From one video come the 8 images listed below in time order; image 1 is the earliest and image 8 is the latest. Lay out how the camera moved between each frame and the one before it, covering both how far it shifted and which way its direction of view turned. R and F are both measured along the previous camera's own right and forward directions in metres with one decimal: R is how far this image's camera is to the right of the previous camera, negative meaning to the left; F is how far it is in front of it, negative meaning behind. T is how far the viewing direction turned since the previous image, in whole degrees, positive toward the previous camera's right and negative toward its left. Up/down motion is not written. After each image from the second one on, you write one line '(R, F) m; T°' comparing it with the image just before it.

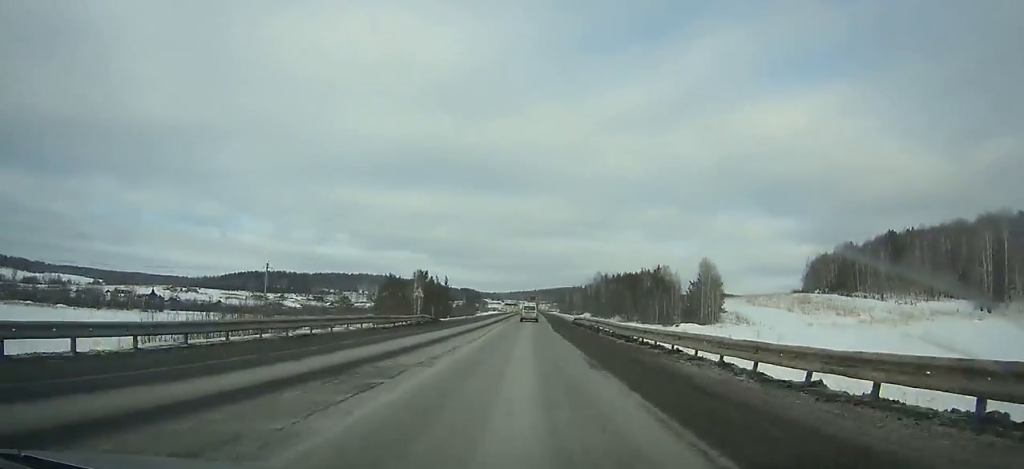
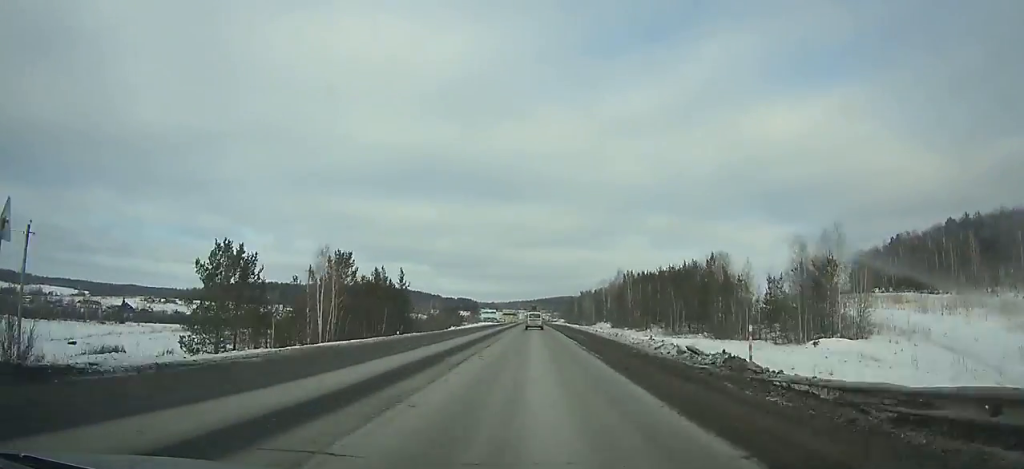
(0.0, +41.0) m; 0°
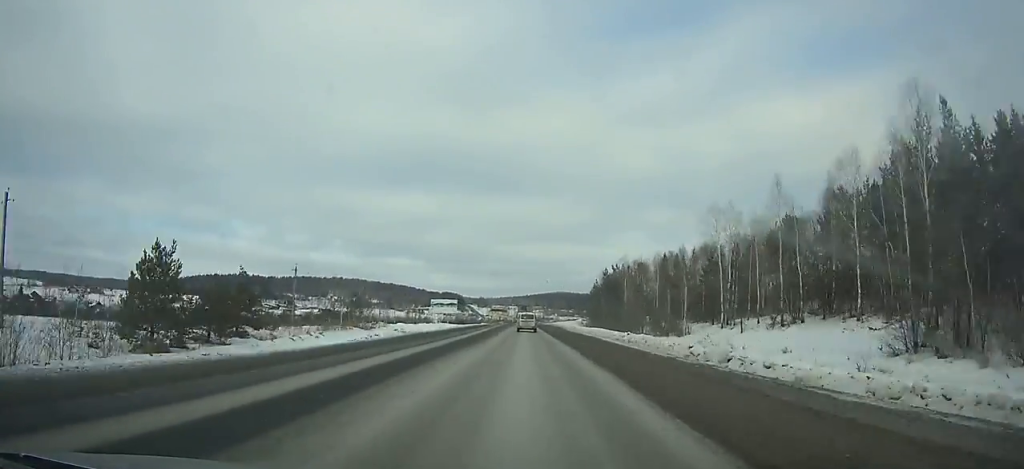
(+0.4, +108.3) m; 0°
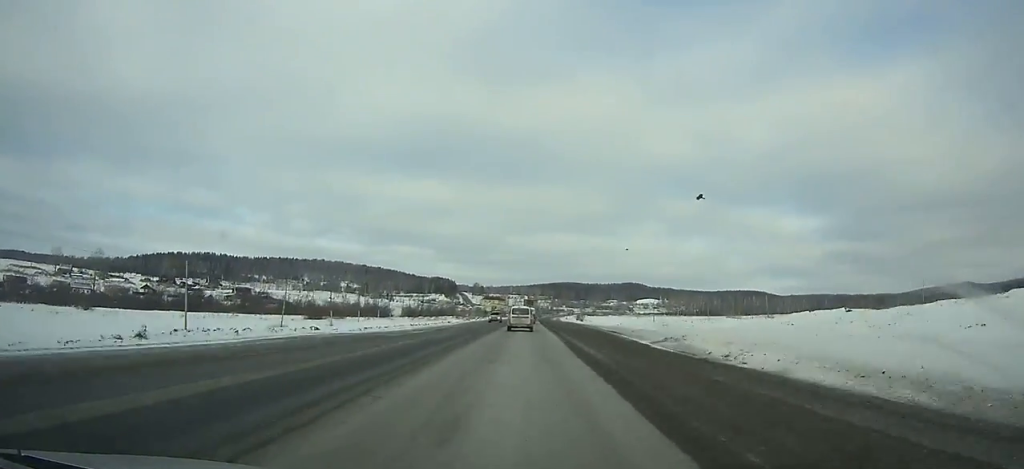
(-1.2, +153.7) m; 0°
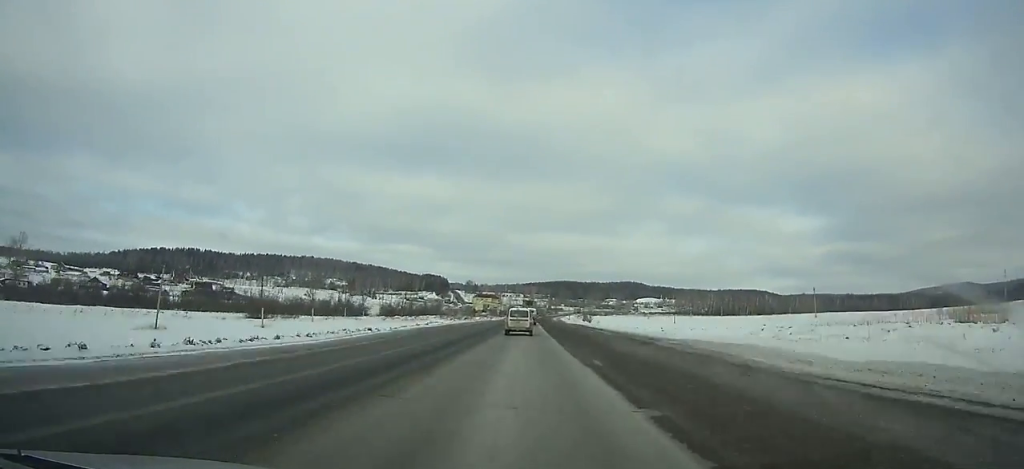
(+0.2, +41.4) m; 0°
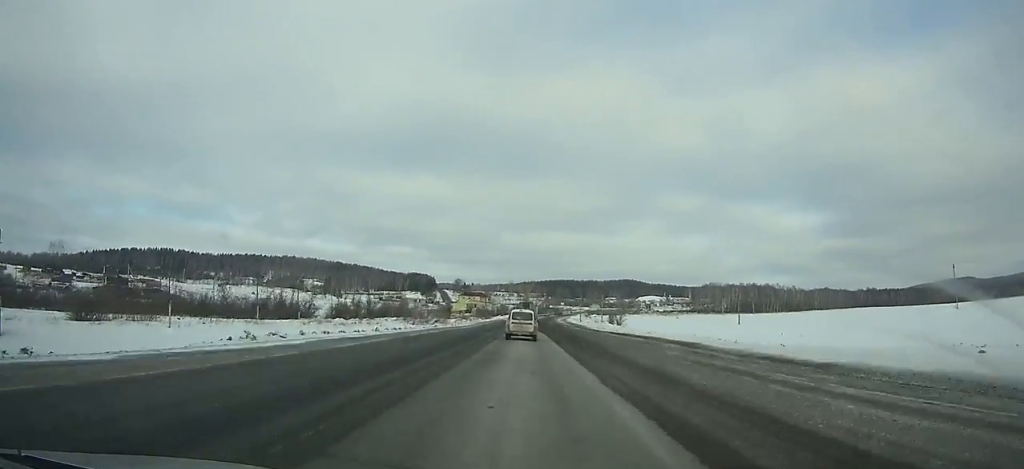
(+0.2, +66.4) m; 0°
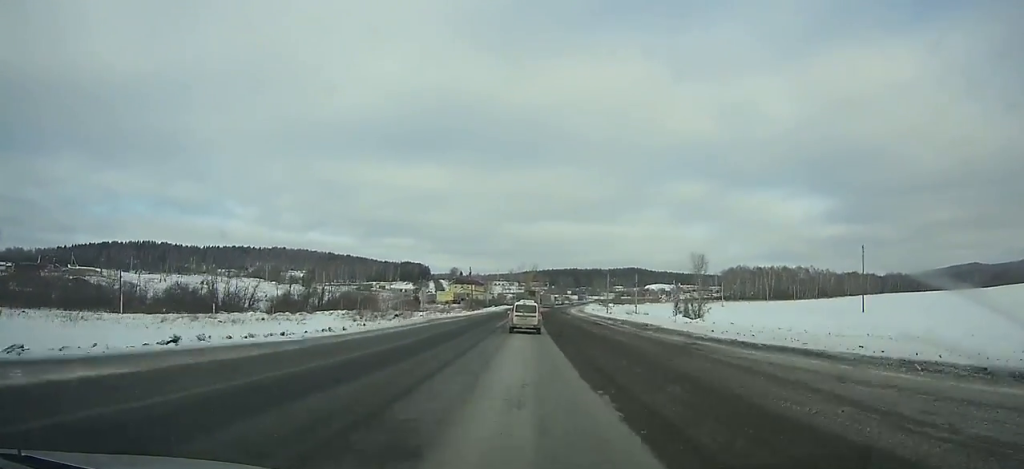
(0.0, +54.3) m; 0°
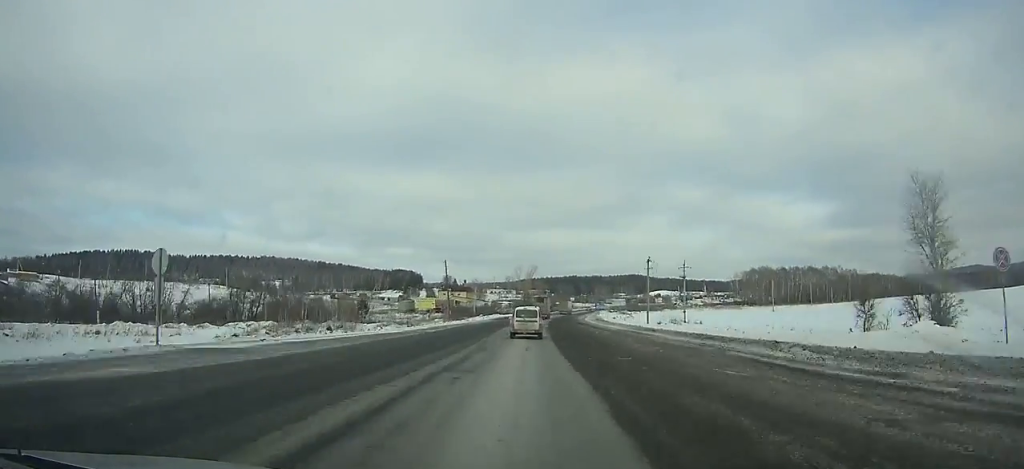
(+0.1, +39.0) m; +1°
